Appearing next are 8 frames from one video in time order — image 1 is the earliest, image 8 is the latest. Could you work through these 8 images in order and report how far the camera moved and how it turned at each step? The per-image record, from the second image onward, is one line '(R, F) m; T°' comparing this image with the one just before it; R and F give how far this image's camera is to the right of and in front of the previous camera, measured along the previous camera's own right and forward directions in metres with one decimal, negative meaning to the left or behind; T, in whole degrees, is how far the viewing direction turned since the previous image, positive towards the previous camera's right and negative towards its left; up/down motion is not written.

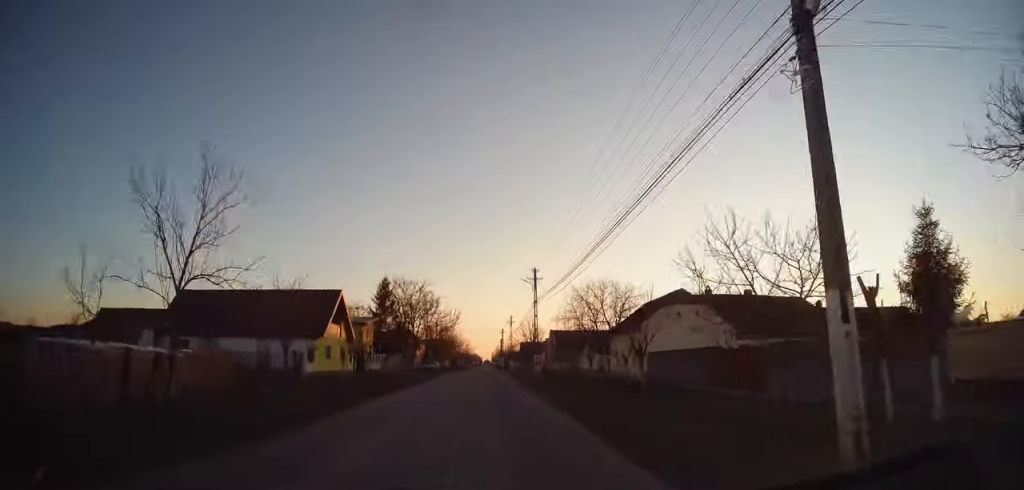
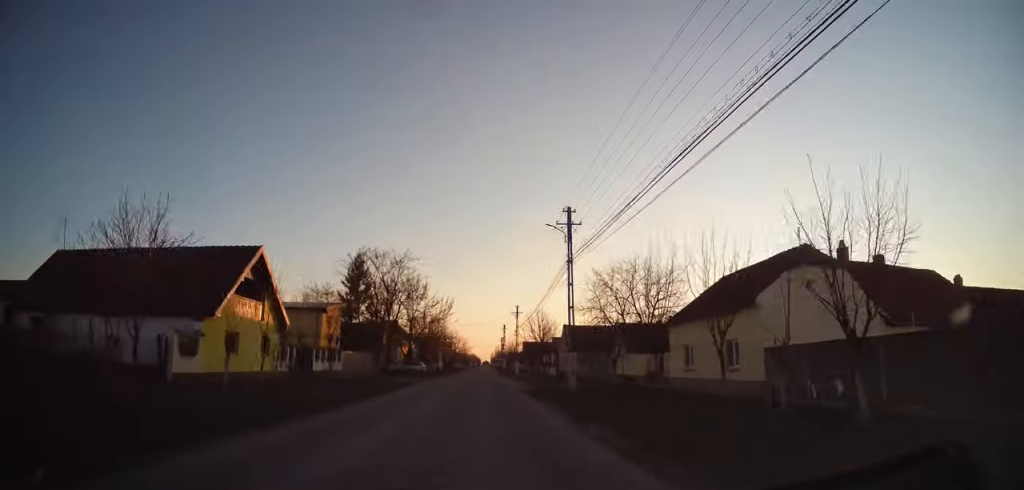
(+0.2, +15.9) m; 0°
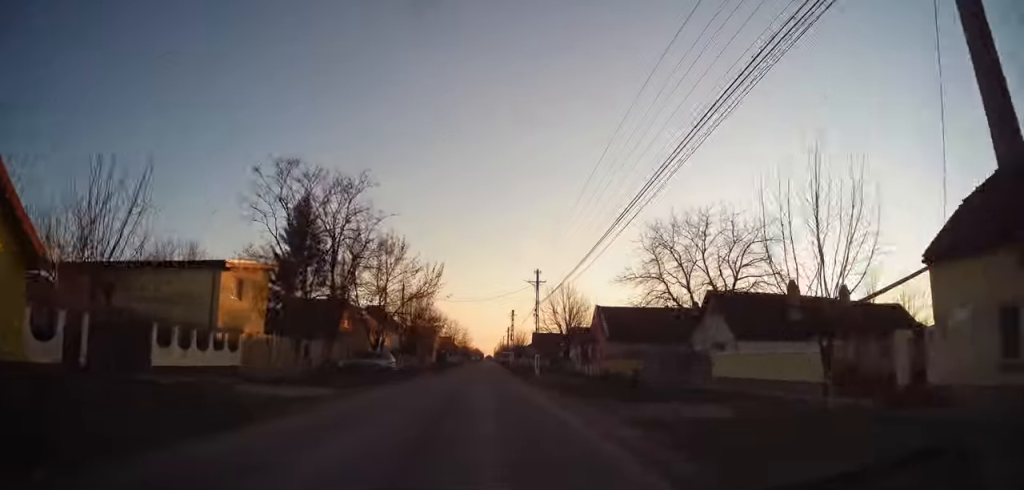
(-0.1, +19.6) m; -1°
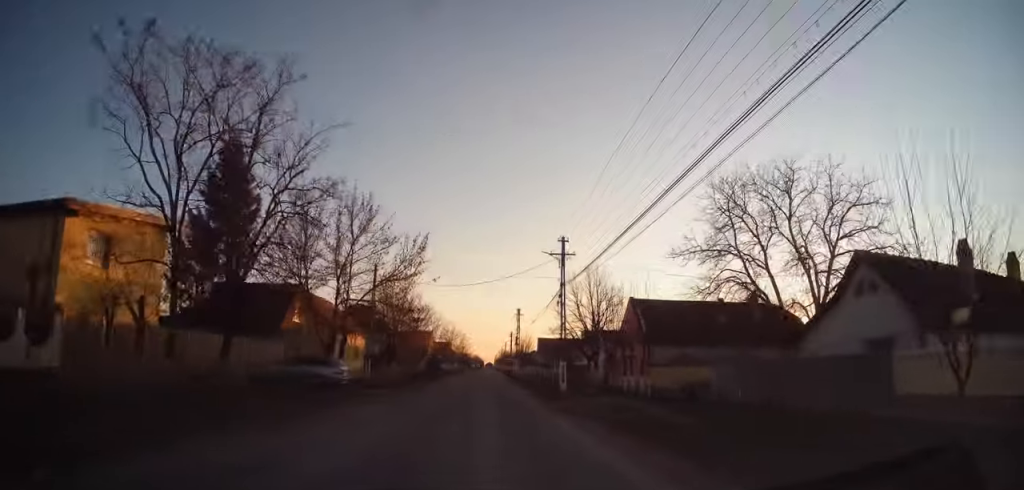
(-0.1, +12.9) m; -1°
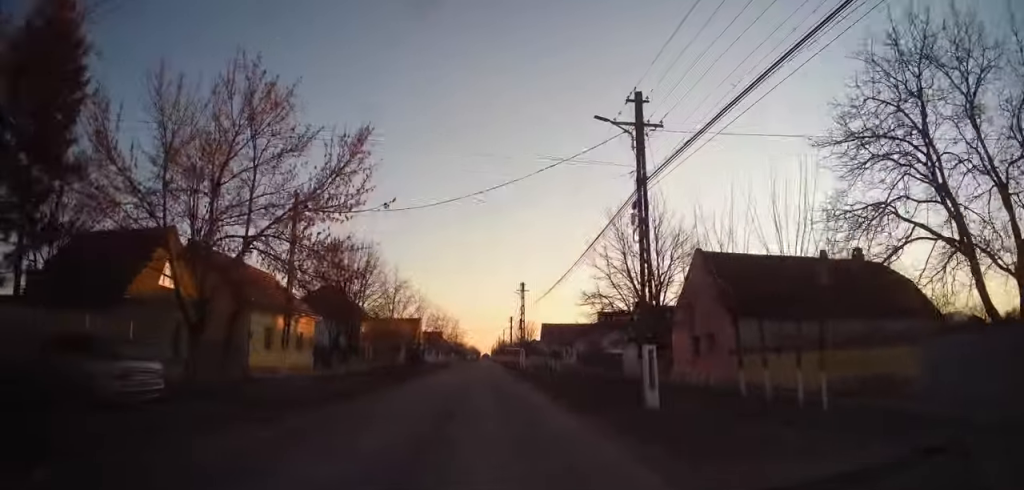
(-0.3, +14.7) m; 0°
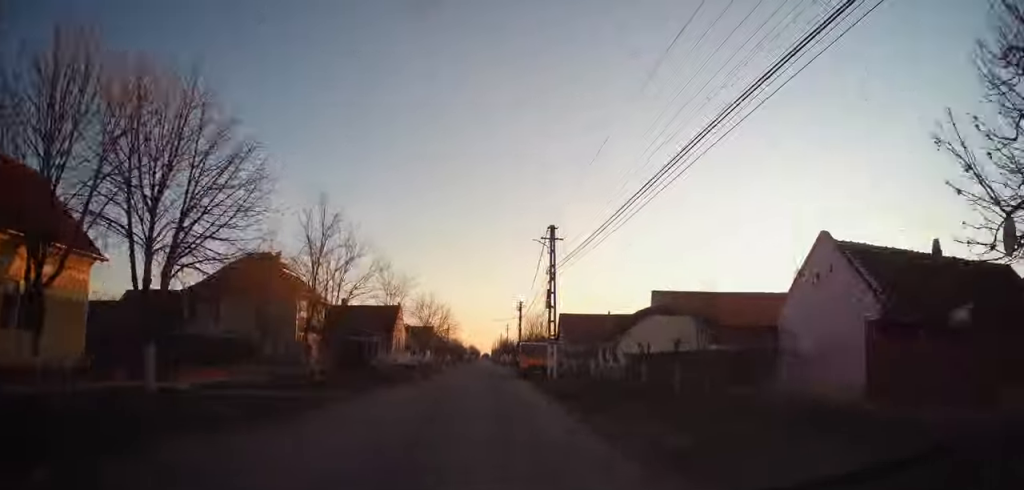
(+0.7, +23.5) m; +2°
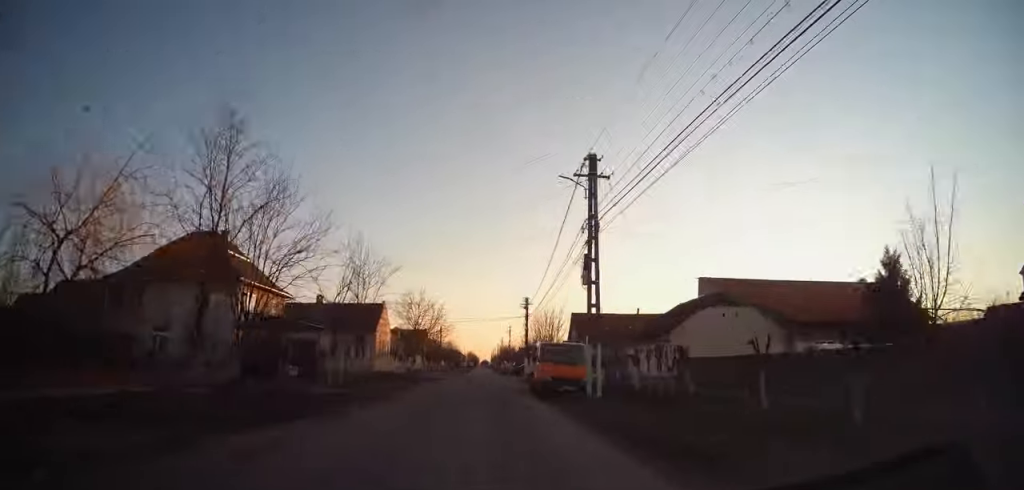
(-0.1, +11.4) m; -1°
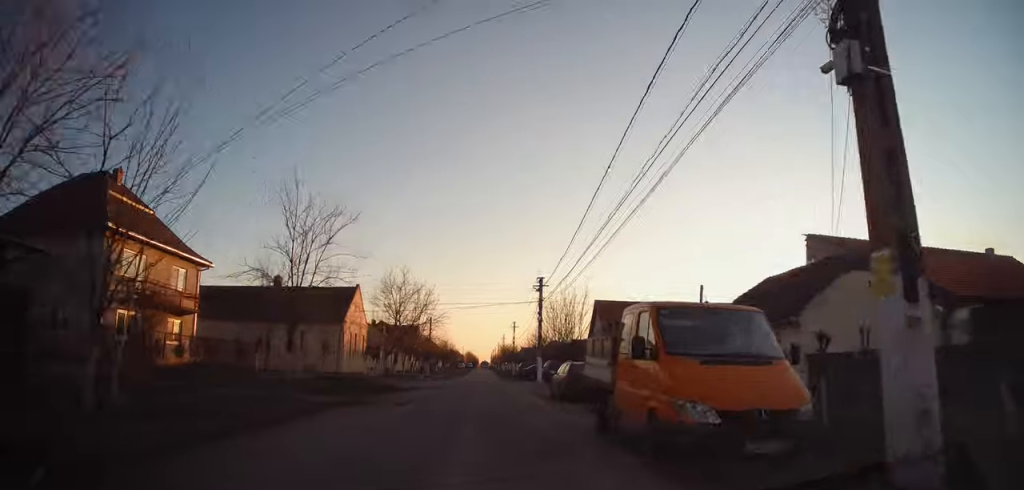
(-0.1, +13.9) m; -1°
